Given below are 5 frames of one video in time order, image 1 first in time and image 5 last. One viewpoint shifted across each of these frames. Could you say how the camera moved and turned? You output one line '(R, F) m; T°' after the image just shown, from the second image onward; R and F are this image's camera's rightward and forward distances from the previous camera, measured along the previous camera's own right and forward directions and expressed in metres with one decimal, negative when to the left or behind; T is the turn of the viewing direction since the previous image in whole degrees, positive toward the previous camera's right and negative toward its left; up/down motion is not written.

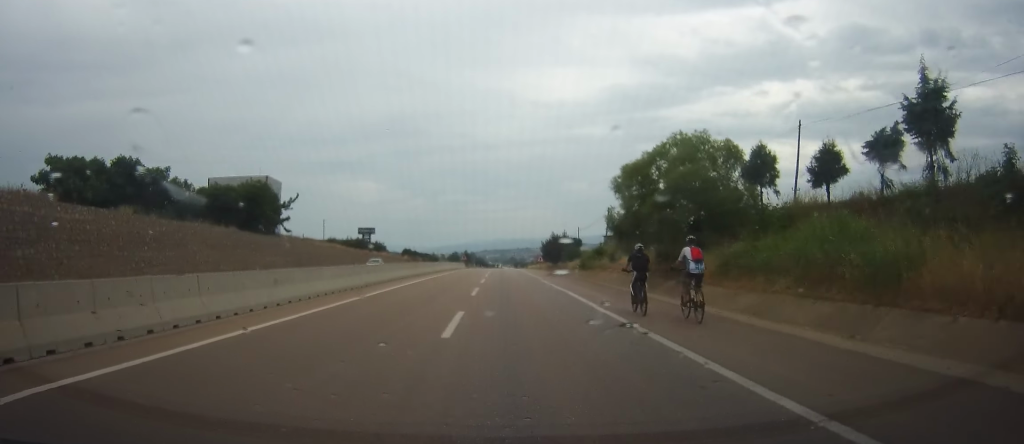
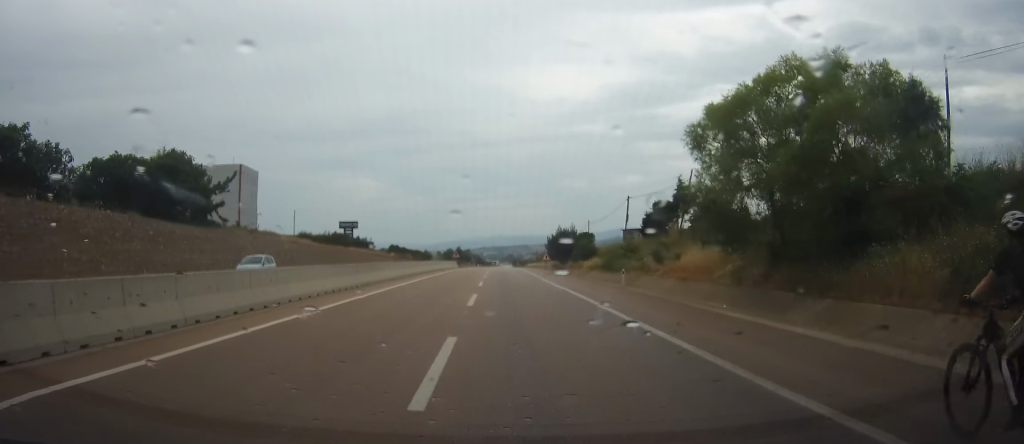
(+0.1, +17.5) m; +1°
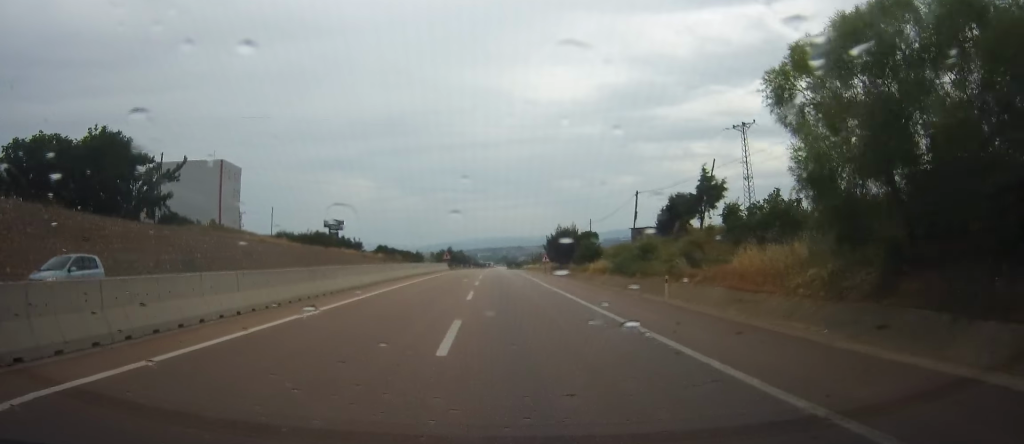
(+0.3, +8.6) m; 0°
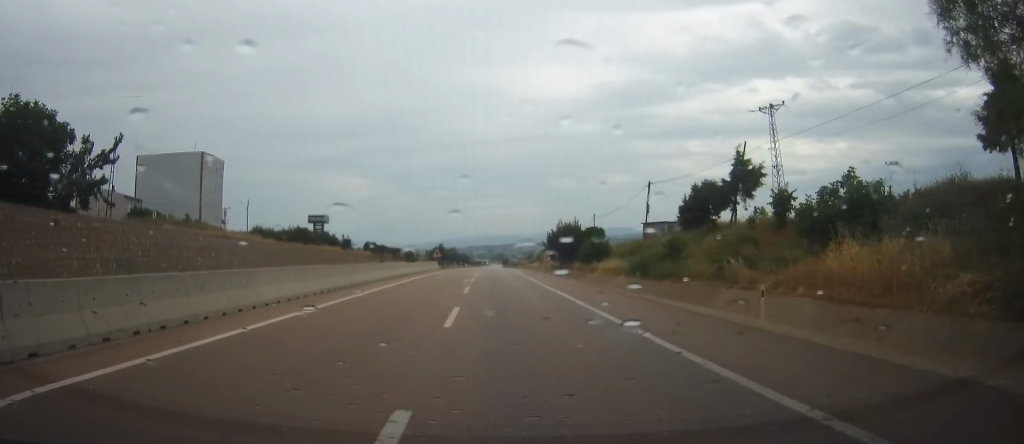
(-0.1, +8.7) m; 0°
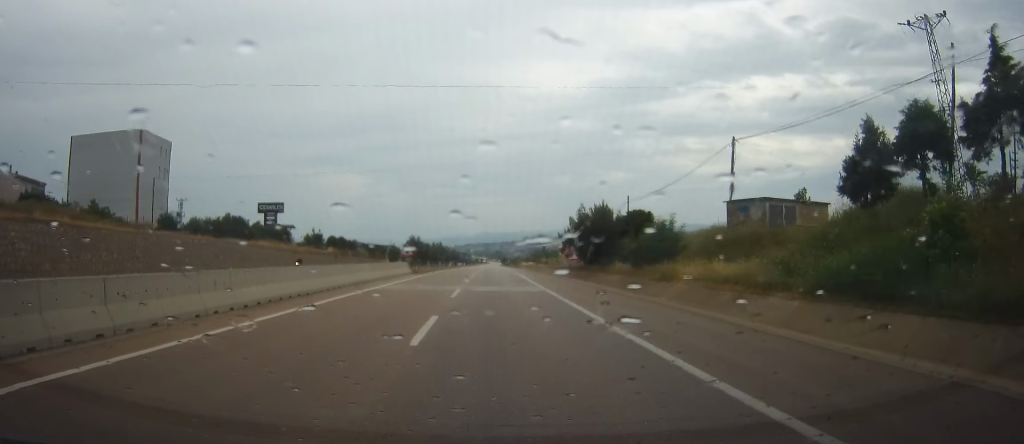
(-0.4, +26.7) m; +1°
